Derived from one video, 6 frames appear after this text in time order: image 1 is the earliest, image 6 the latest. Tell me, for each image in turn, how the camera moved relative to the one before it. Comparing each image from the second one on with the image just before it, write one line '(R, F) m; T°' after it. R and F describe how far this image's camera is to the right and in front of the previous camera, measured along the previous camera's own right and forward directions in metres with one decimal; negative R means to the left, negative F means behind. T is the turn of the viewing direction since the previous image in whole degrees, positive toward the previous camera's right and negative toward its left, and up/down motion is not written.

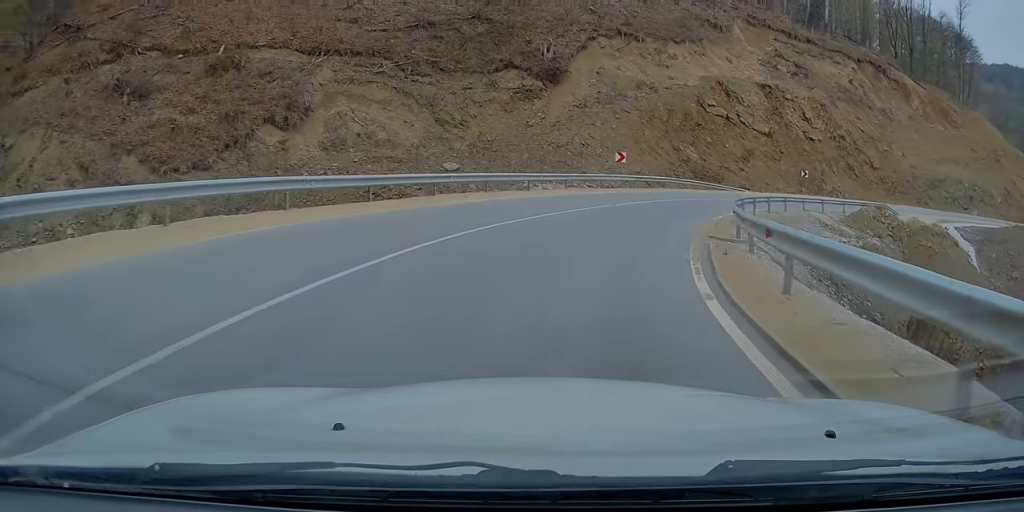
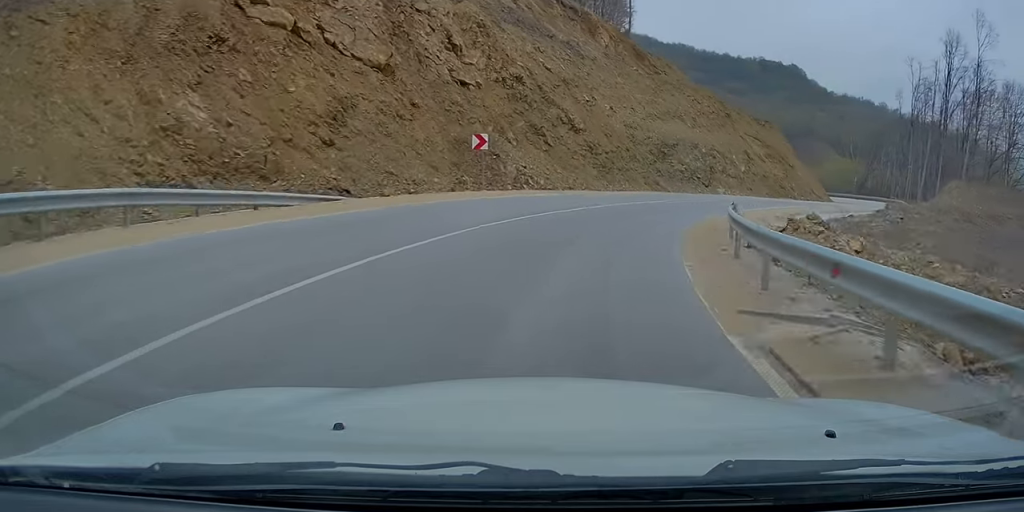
(+12.9, +34.1) m; +40°
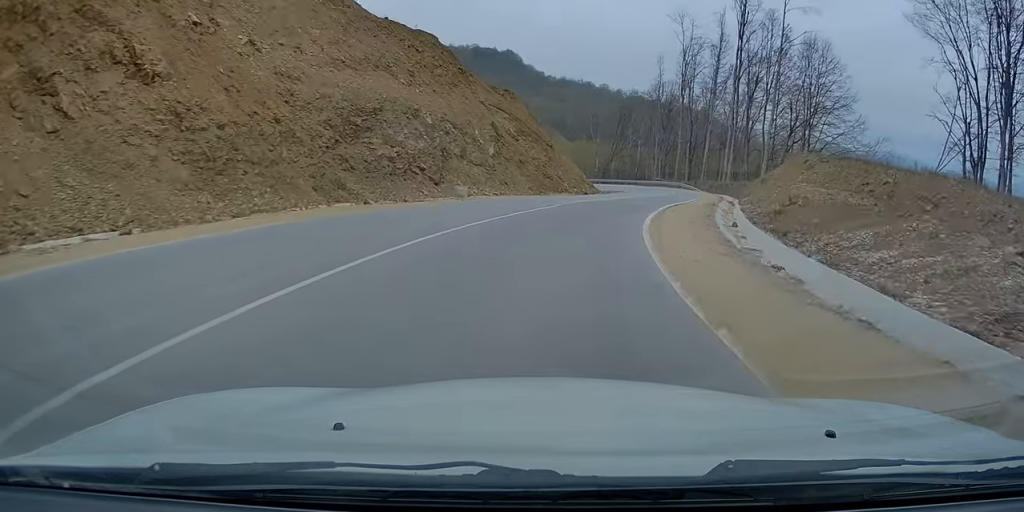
(+5.4, +26.5) m; +21°
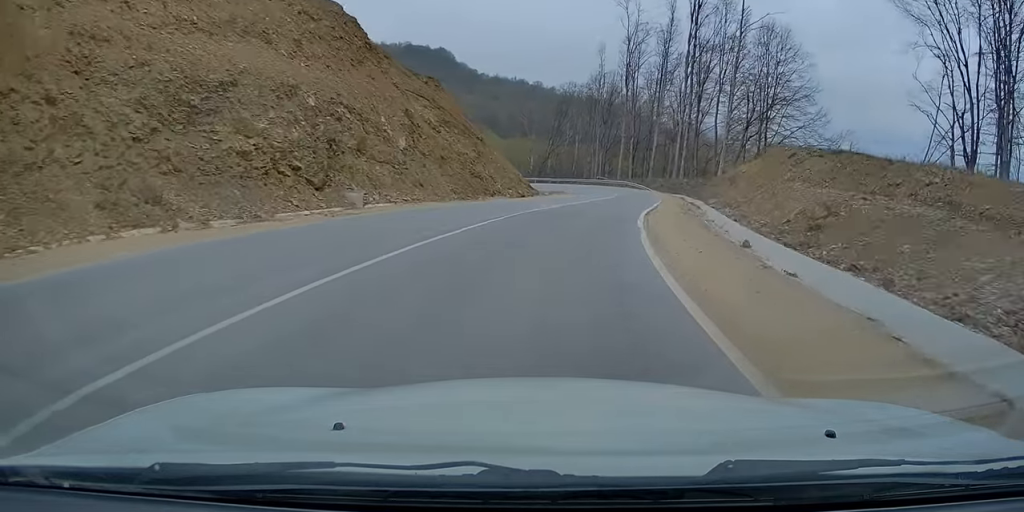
(+0.3, +9.7) m; +6°
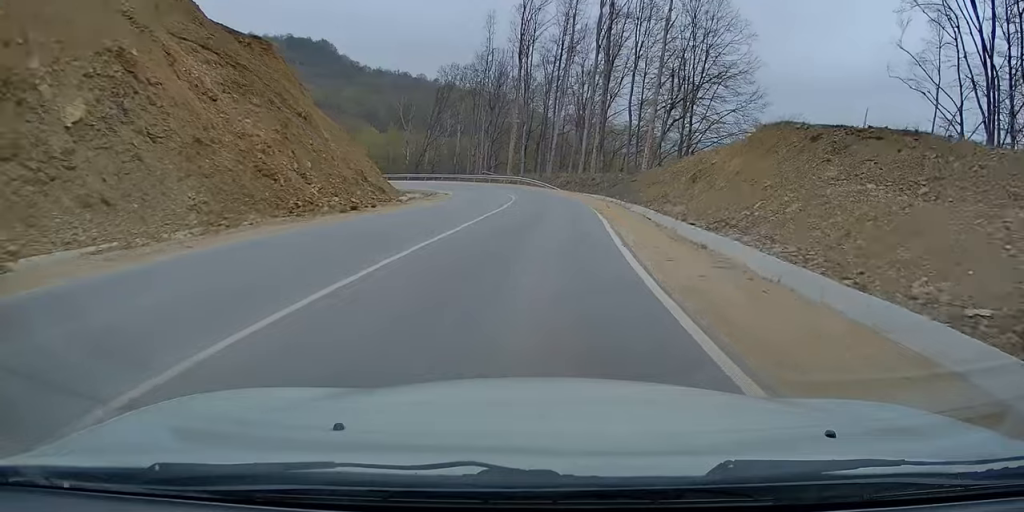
(+1.6, +18.7) m; +7°
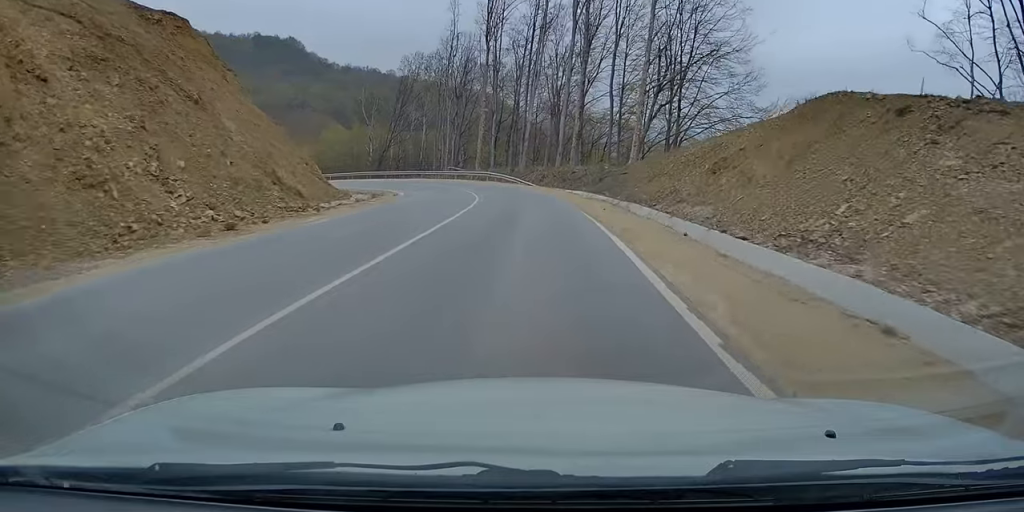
(+0.3, +8.5) m; 0°
